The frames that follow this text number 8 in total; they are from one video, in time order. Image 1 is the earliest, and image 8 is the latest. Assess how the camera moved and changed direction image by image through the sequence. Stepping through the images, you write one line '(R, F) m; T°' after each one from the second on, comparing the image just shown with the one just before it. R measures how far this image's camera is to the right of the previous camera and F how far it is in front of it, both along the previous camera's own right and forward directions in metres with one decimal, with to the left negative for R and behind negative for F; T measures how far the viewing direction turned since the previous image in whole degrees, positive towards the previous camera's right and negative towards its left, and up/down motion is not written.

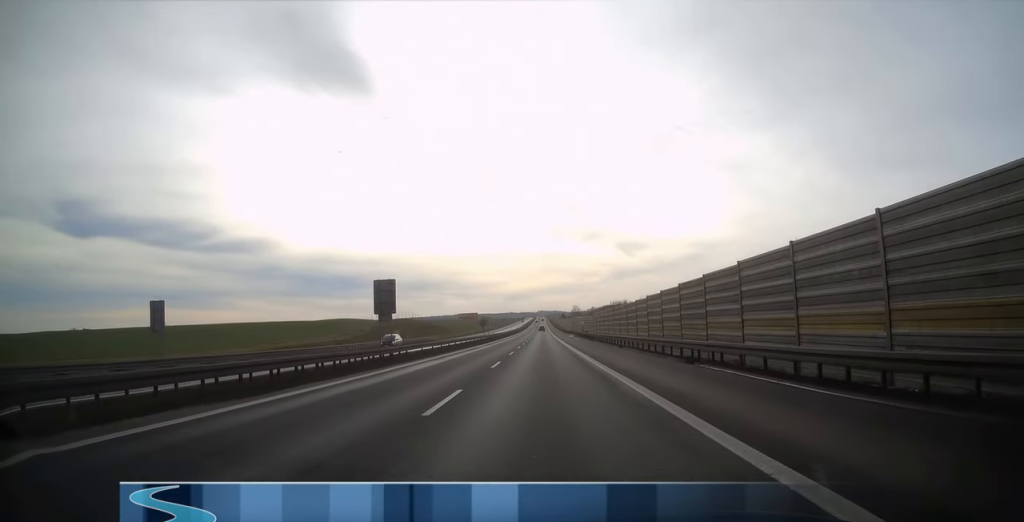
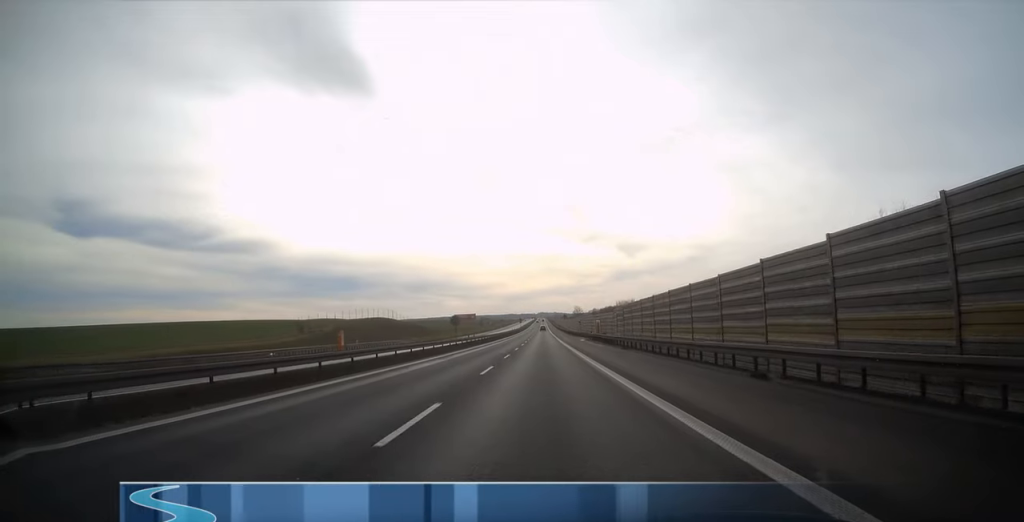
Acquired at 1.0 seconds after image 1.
(0.0, +27.5) m; 0°
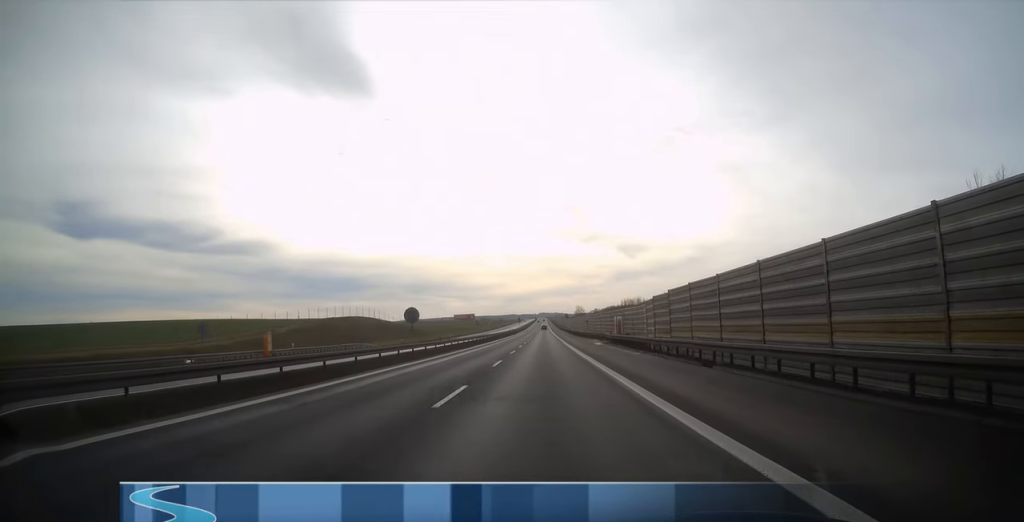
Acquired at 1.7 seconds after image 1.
(0.0, +19.7) m; 0°
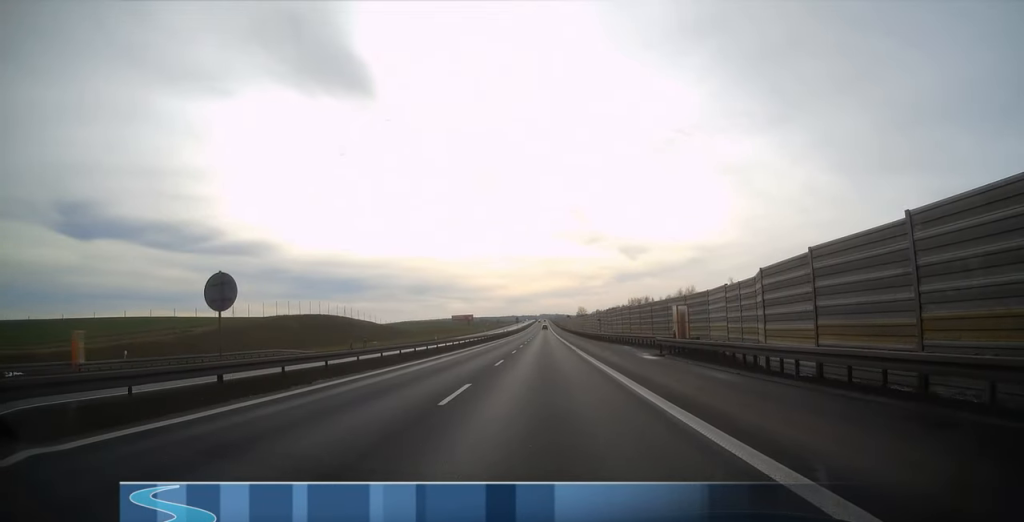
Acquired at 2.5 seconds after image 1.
(0.0, +24.0) m; 0°
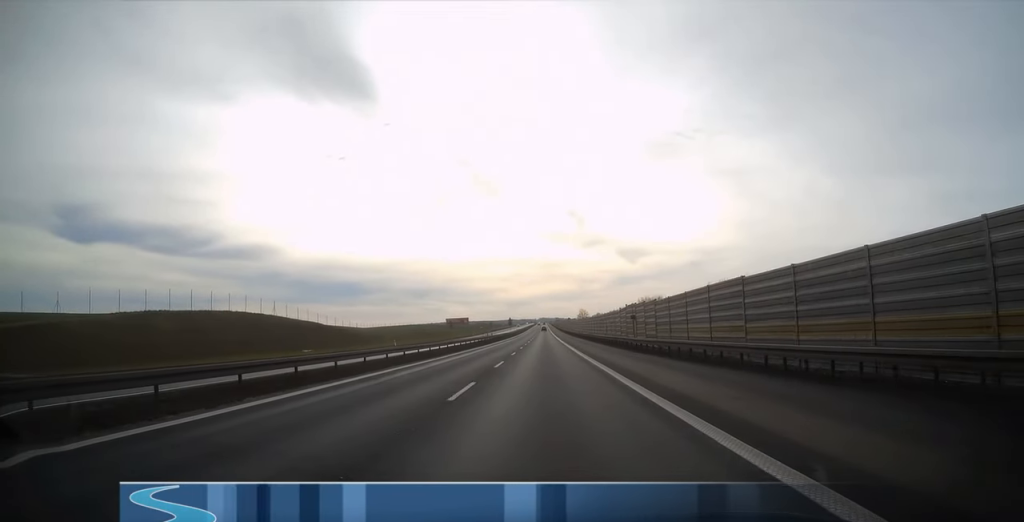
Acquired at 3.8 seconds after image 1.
(0.0, +35.1) m; 0°
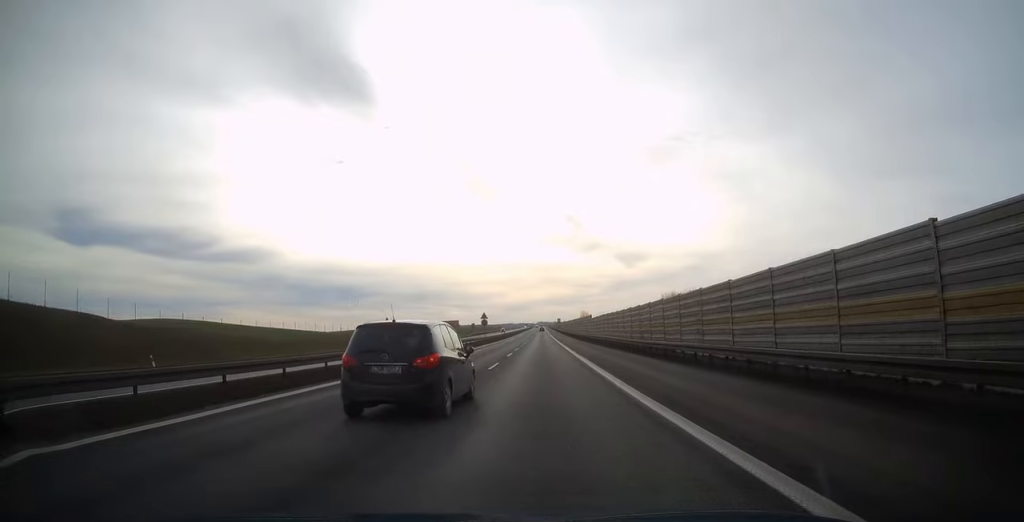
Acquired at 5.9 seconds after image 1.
(+0.1, +60.6) m; 0°
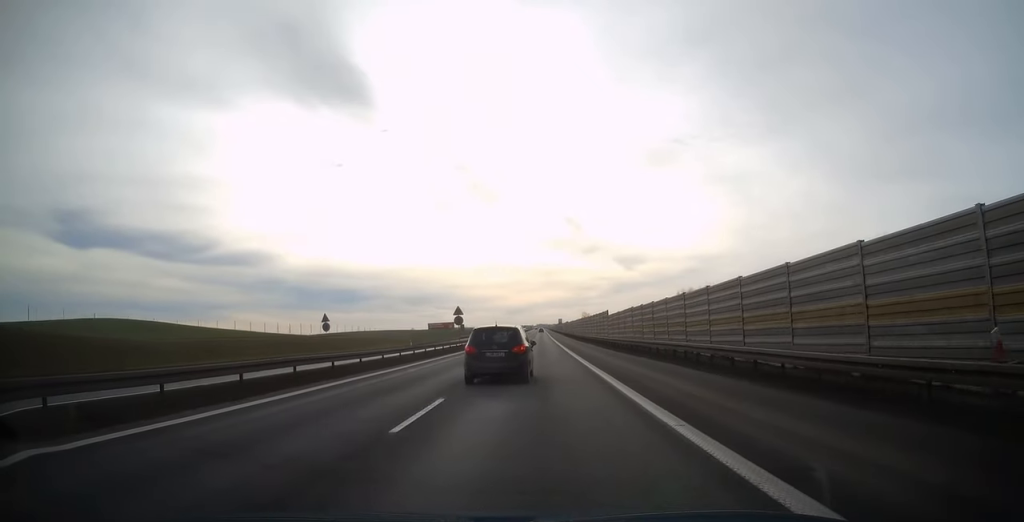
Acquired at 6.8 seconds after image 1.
(0.0, +26.9) m; 0°
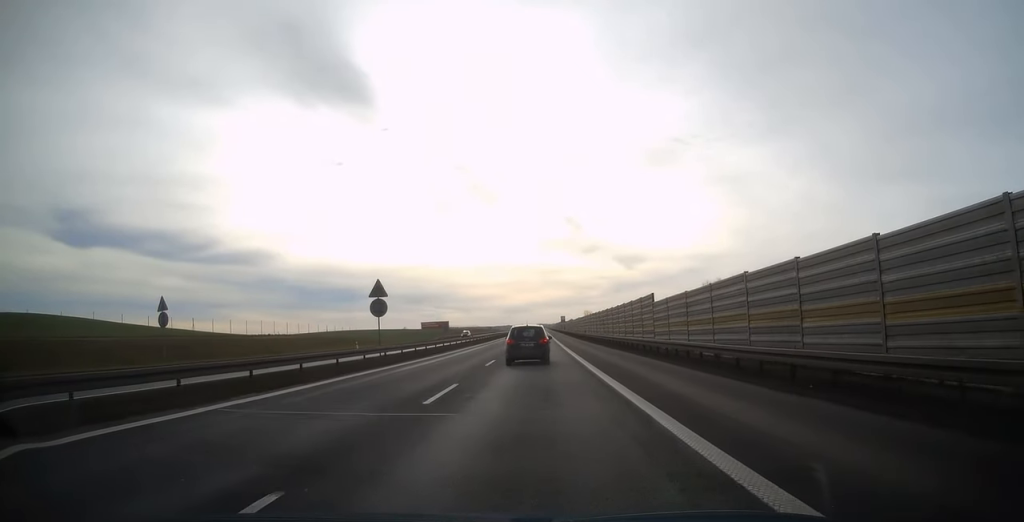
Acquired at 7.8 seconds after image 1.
(0.0, +31.0) m; 0°
